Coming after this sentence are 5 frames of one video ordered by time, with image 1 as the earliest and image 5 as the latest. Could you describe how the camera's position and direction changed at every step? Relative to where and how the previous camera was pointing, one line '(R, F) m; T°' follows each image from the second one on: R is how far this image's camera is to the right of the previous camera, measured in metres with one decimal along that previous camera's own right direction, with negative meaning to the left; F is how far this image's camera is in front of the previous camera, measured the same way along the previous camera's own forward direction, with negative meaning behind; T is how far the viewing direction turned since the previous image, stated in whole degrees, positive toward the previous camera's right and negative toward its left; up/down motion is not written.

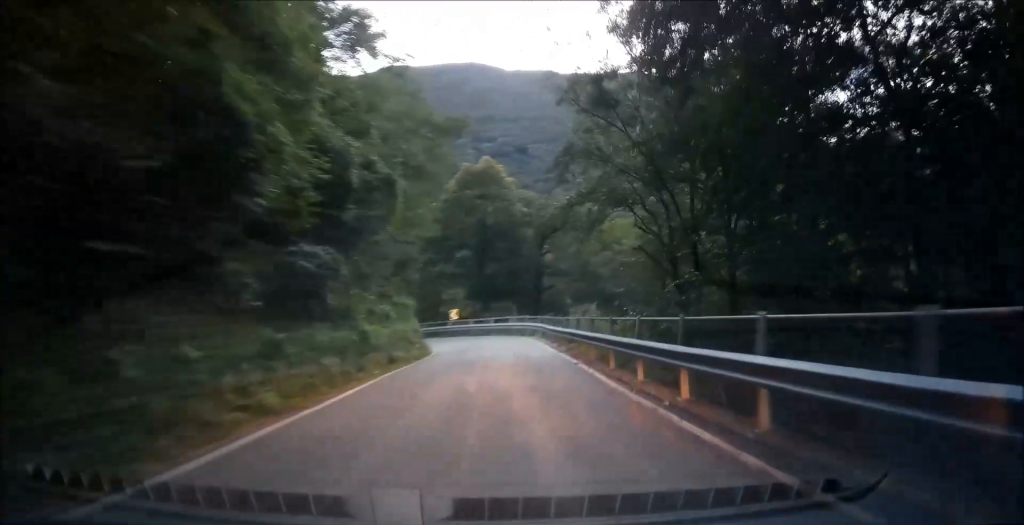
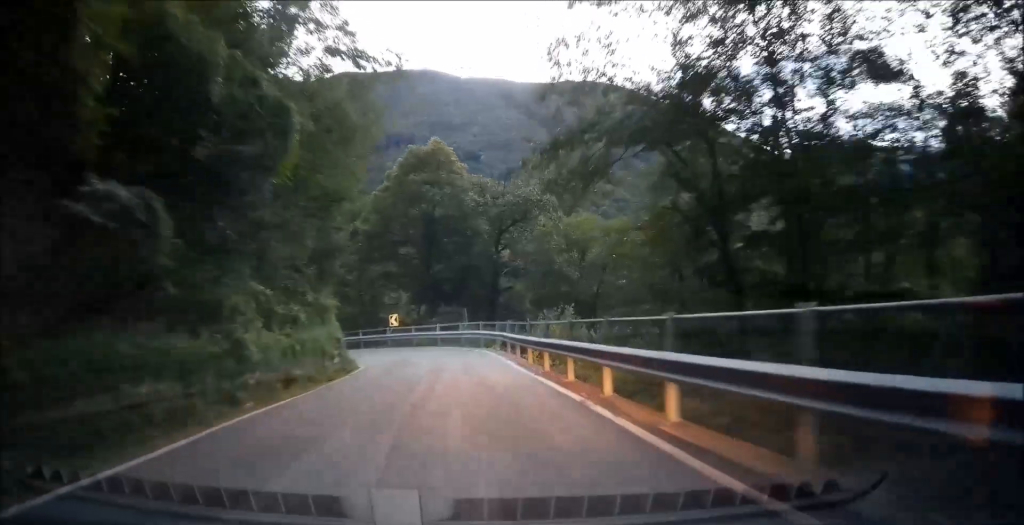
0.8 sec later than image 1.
(+0.4, +7.9) m; +4°
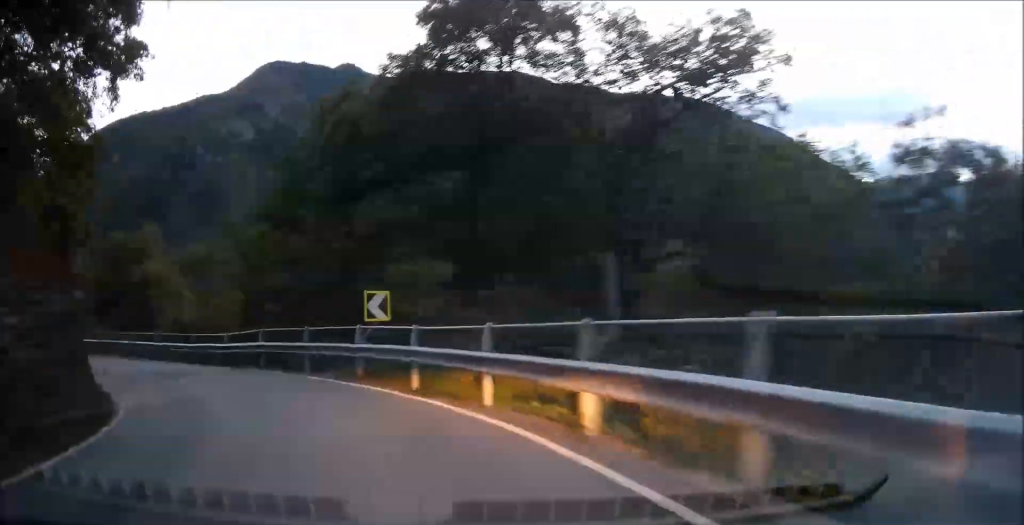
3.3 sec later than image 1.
(+0.8, +26.4) m; -2°
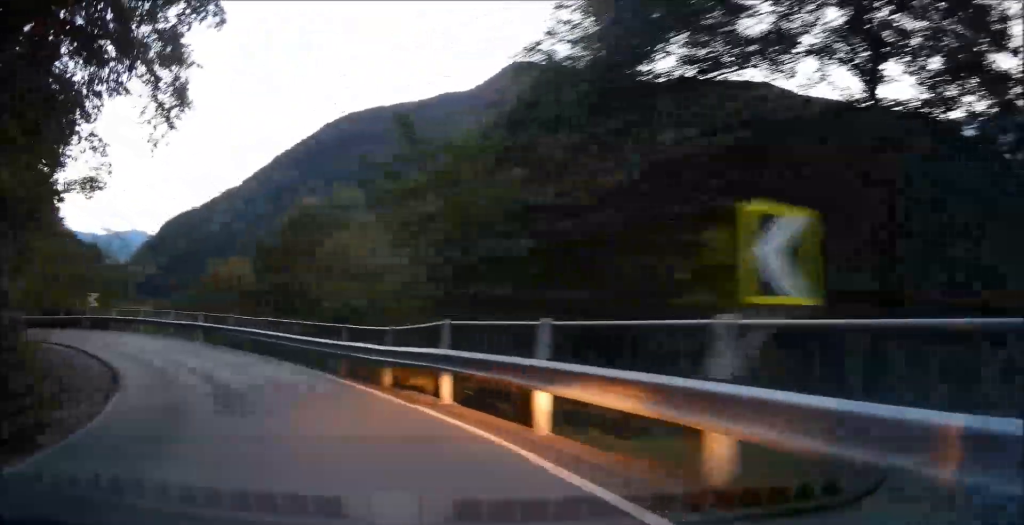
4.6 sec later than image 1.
(-0.8, +11.4) m; -9°
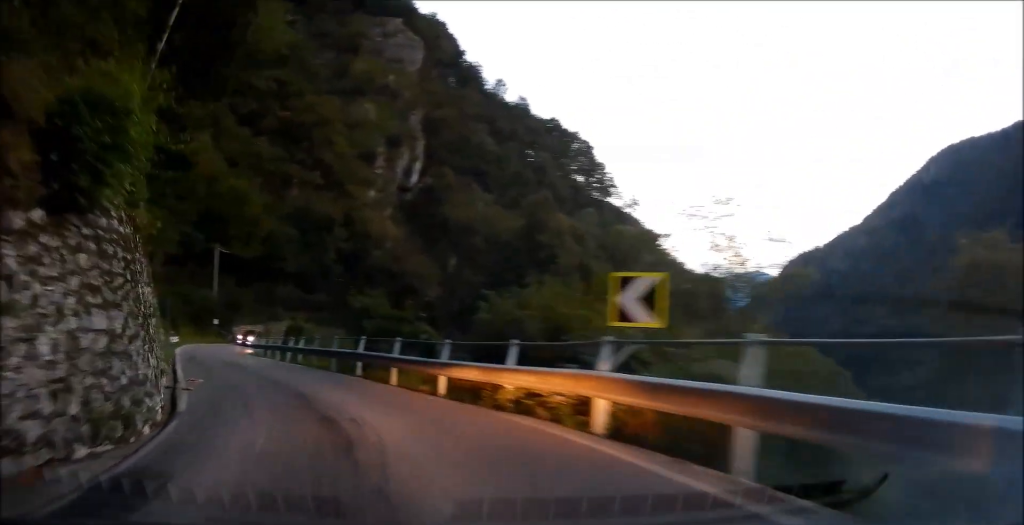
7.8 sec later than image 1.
(-15.1, +17.8) m; -66°
